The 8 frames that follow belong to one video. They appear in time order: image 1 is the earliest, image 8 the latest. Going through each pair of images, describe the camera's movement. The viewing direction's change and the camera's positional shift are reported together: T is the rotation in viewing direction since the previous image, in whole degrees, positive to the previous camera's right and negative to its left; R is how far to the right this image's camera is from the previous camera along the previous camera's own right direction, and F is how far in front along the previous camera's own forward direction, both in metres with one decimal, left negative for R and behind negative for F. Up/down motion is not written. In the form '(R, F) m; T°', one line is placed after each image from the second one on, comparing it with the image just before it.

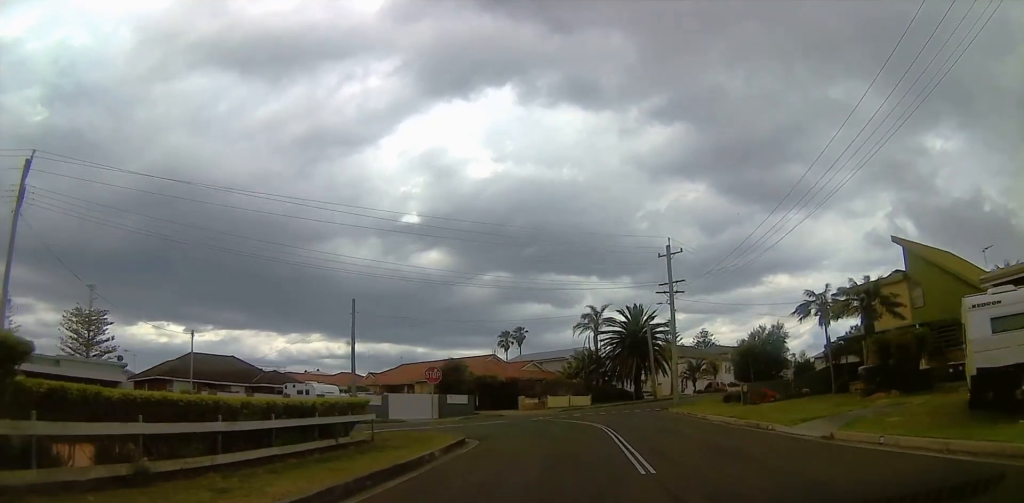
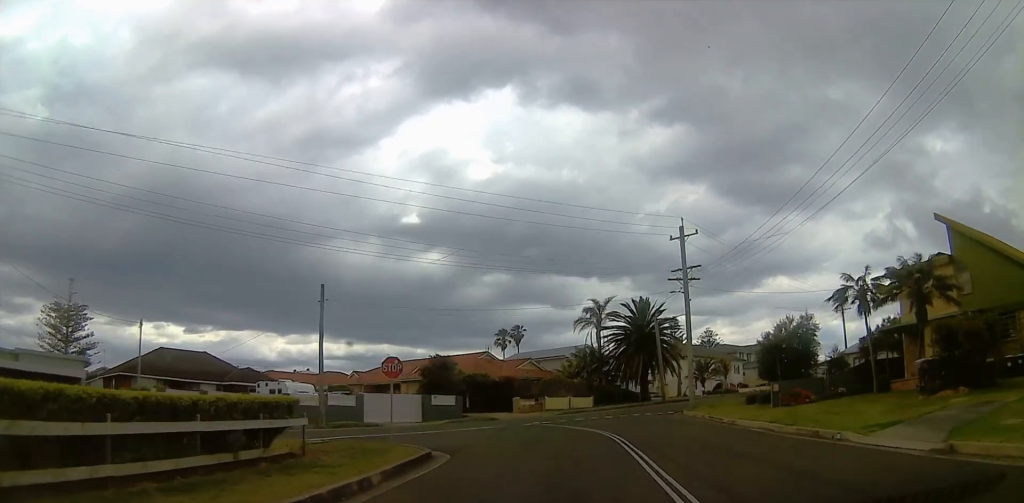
(+0.3, +5.1) m; +3°
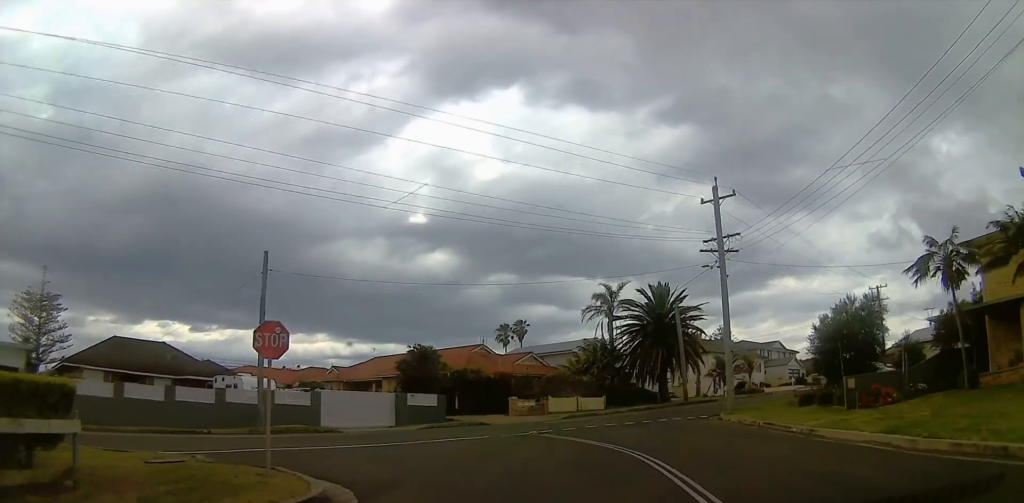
(0.0, +7.5) m; -2°
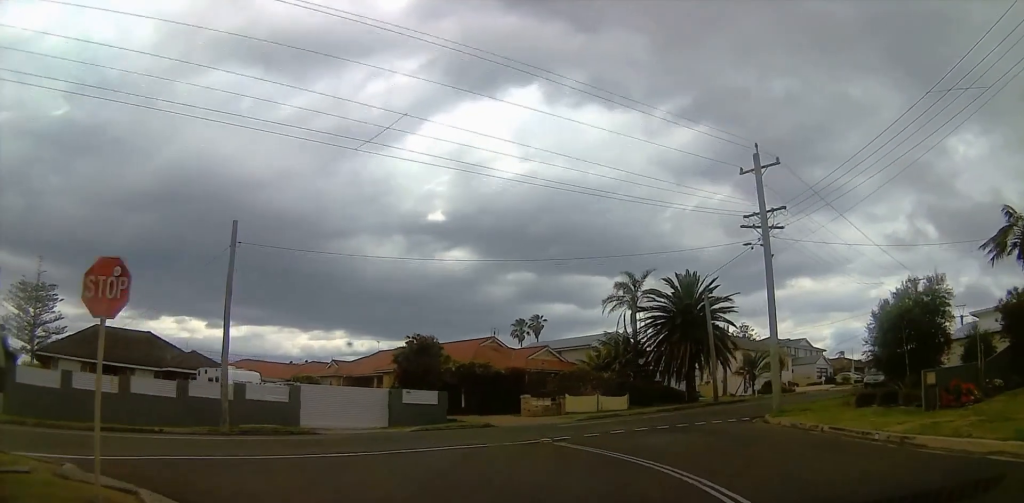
(0.0, +4.2) m; -4°
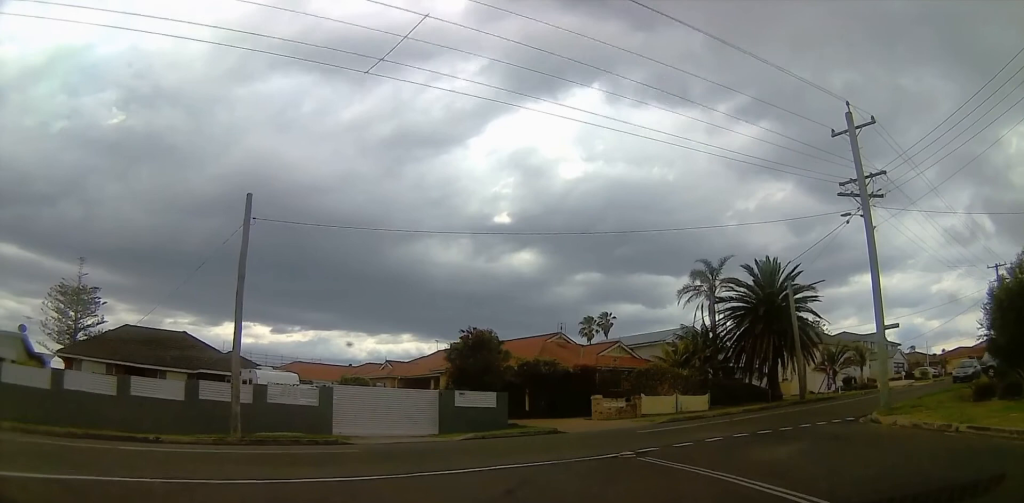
(-0.1, +4.0) m; -5°
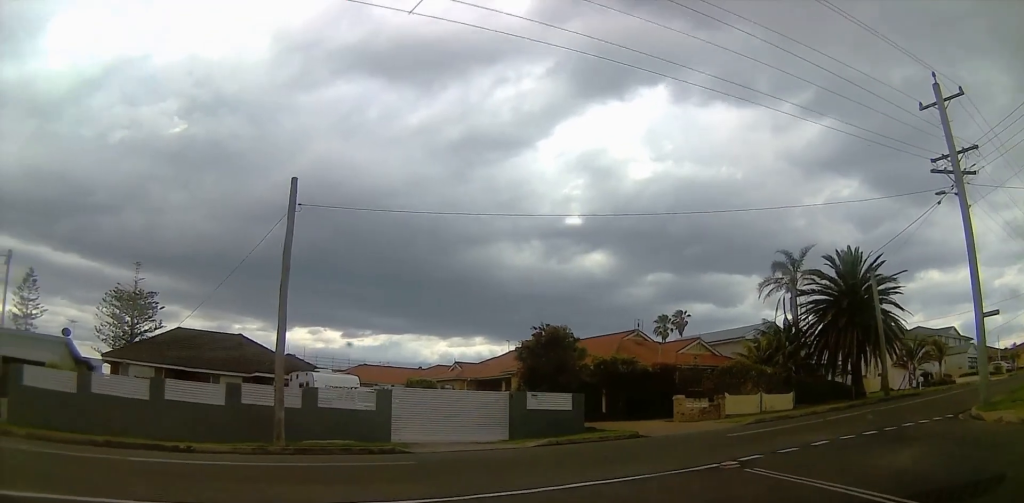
(-0.2, +2.6) m; -4°
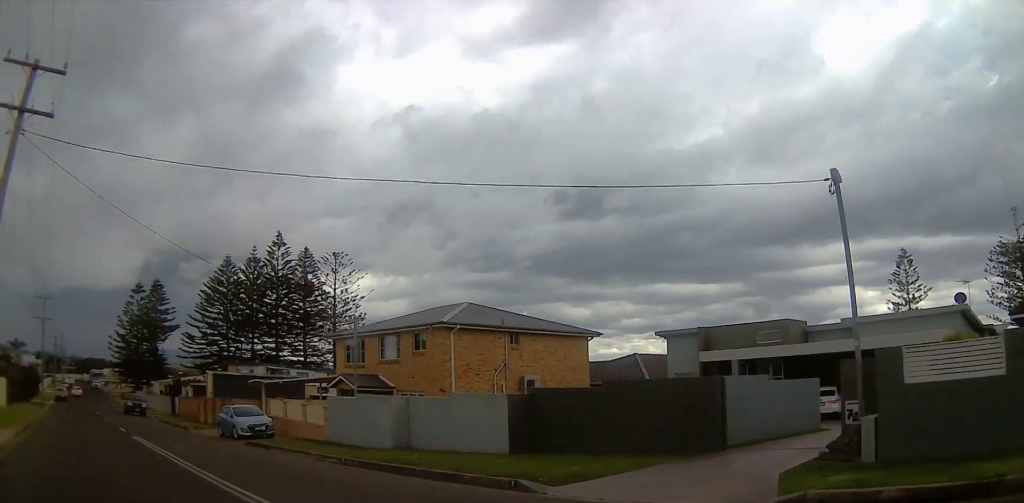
(-6.5, +9.4) m; -83°
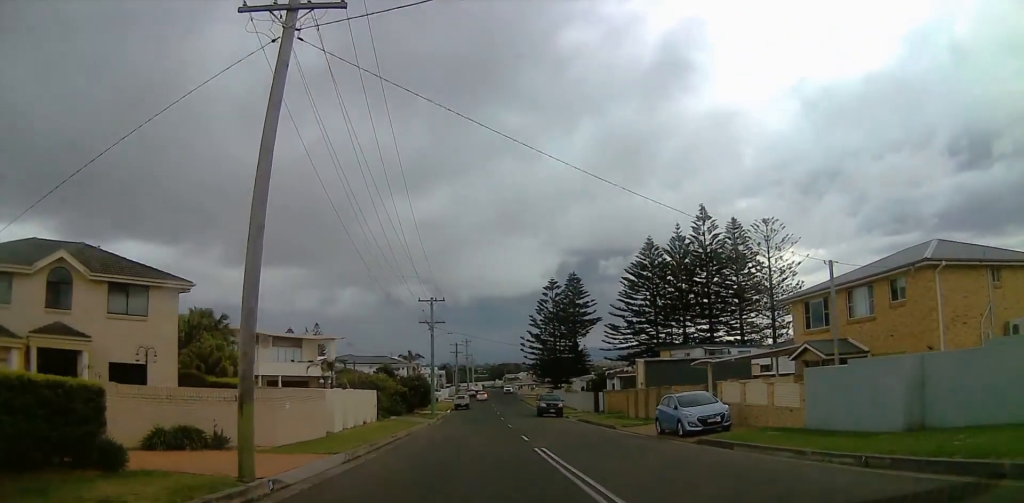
(-1.2, +5.4) m; -28°
